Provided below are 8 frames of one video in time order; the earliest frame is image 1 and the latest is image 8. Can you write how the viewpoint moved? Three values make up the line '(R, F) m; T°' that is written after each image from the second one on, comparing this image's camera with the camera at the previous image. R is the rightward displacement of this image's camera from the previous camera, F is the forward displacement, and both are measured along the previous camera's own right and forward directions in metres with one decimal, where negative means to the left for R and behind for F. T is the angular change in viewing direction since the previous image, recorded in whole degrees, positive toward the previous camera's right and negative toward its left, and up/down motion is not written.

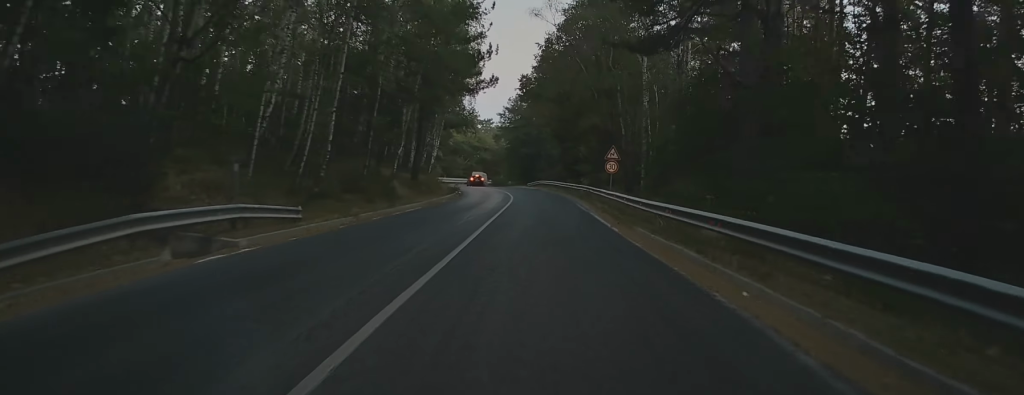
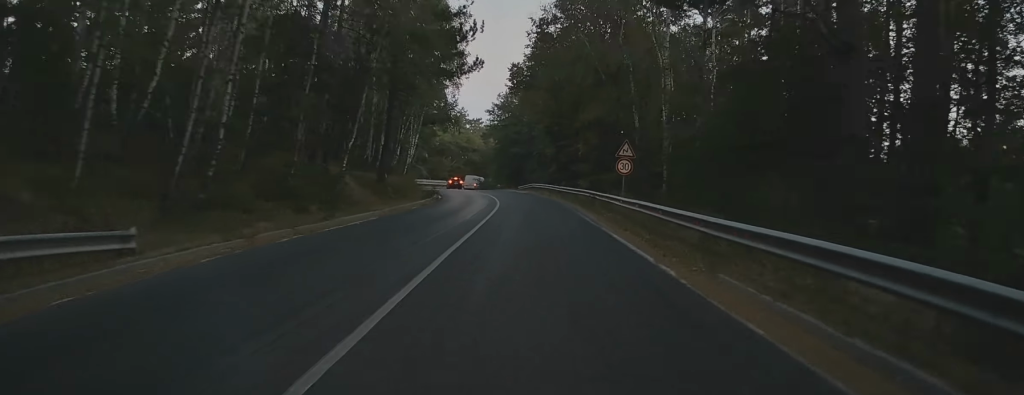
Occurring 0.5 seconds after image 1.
(+0.1, +9.0) m; +1°
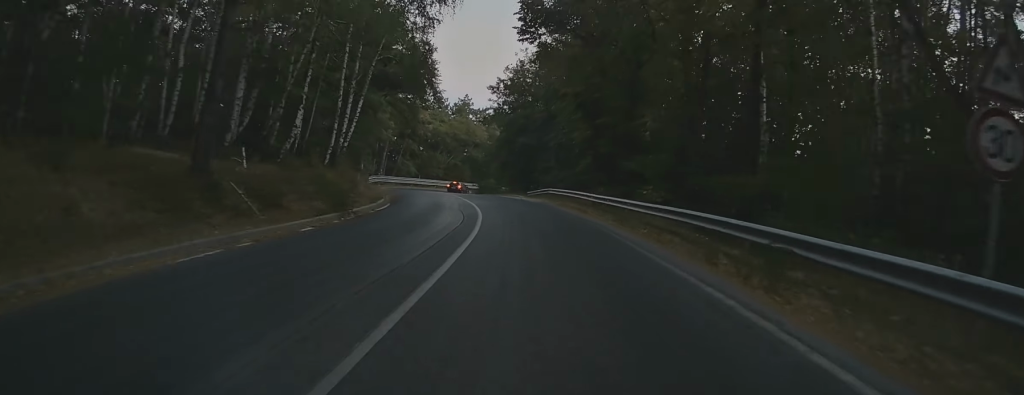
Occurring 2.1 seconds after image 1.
(+0.1, +26.9) m; -1°
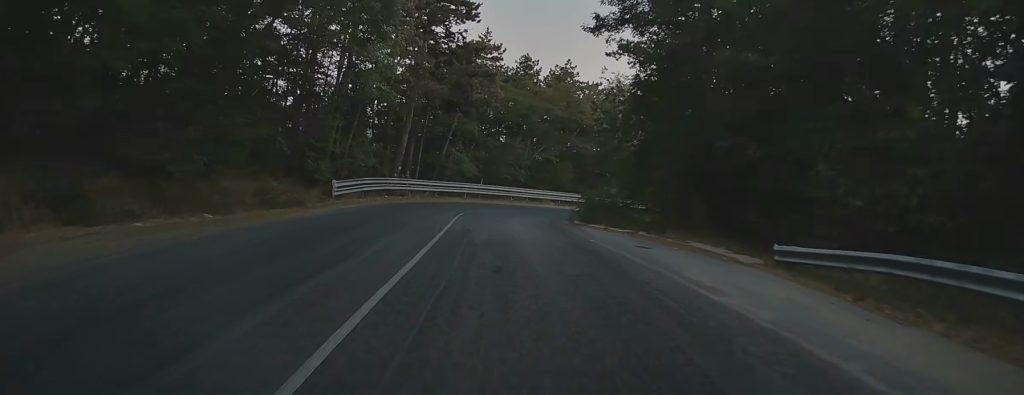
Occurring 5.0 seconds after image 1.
(-4.2, +45.6) m; -12°
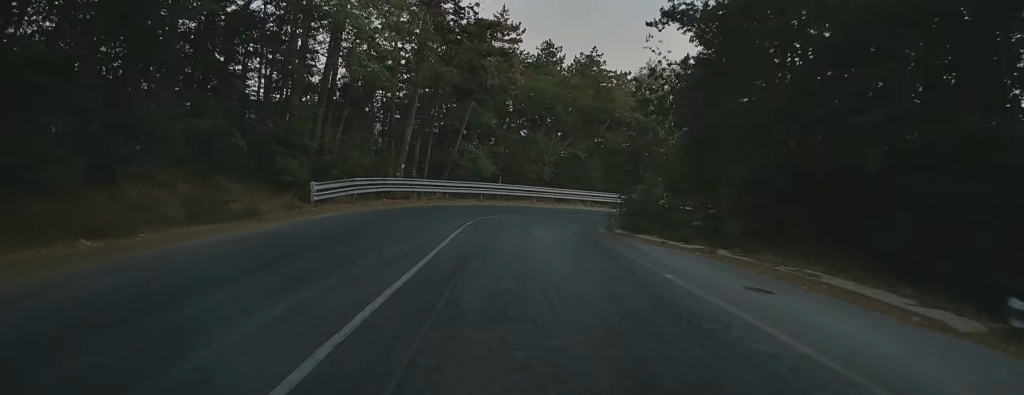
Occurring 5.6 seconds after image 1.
(-0.2, +7.0) m; -1°
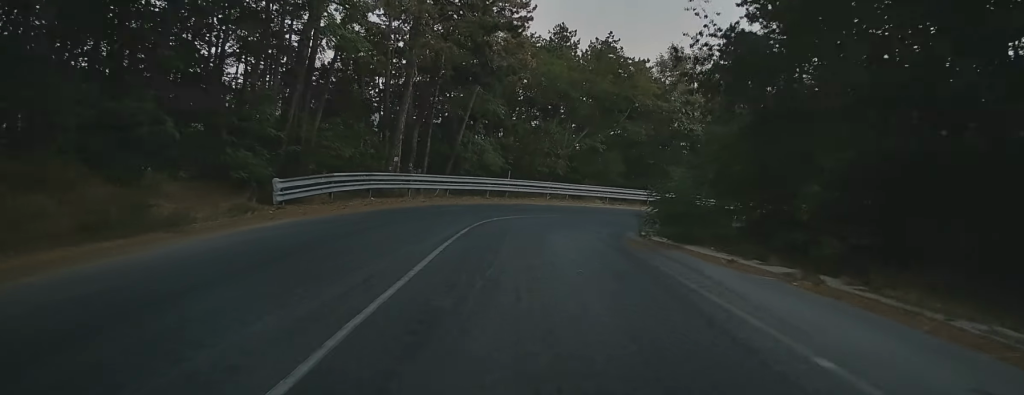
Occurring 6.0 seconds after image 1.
(0.0, +5.2) m; +1°
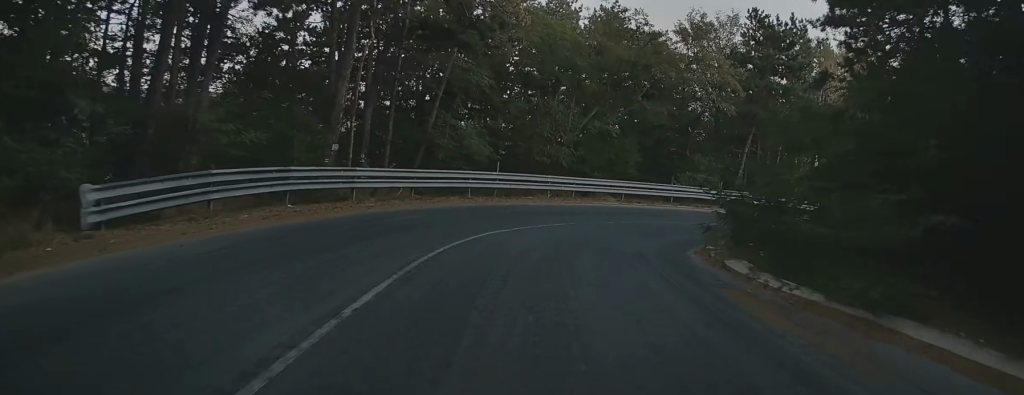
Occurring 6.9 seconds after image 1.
(+0.2, +10.1) m; +3°
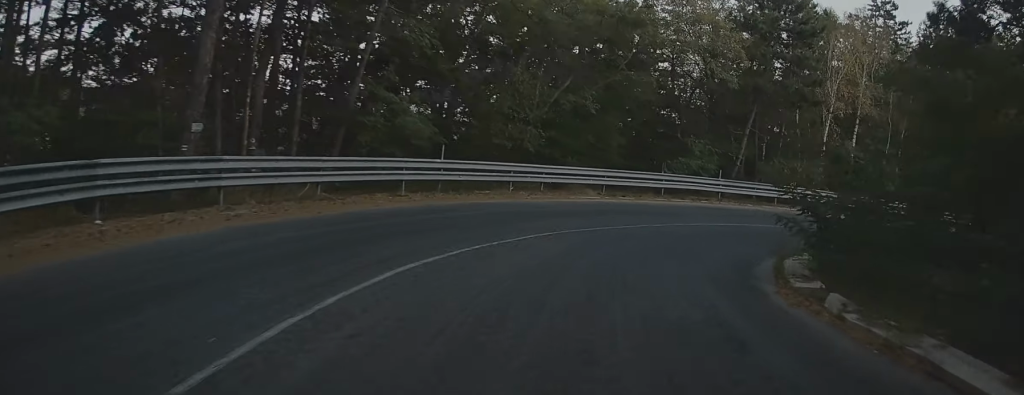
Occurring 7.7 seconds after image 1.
(+0.2, +8.1) m; +6°
